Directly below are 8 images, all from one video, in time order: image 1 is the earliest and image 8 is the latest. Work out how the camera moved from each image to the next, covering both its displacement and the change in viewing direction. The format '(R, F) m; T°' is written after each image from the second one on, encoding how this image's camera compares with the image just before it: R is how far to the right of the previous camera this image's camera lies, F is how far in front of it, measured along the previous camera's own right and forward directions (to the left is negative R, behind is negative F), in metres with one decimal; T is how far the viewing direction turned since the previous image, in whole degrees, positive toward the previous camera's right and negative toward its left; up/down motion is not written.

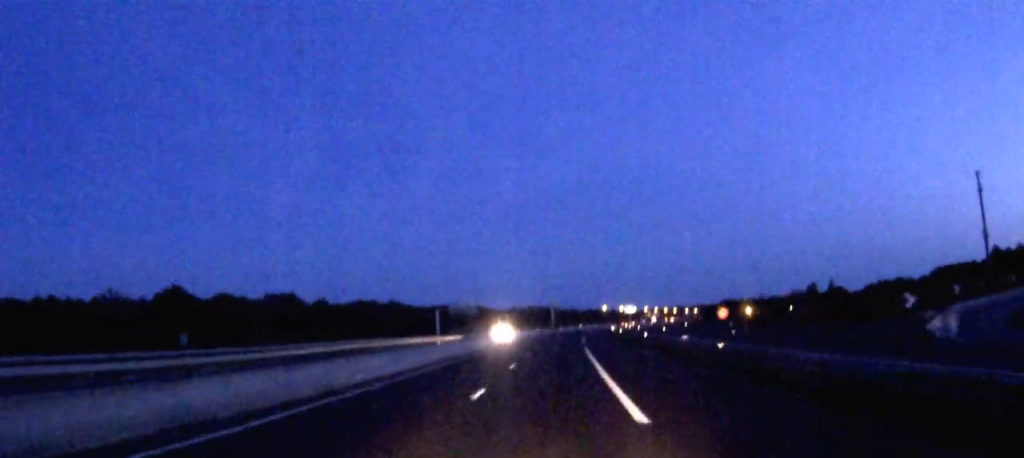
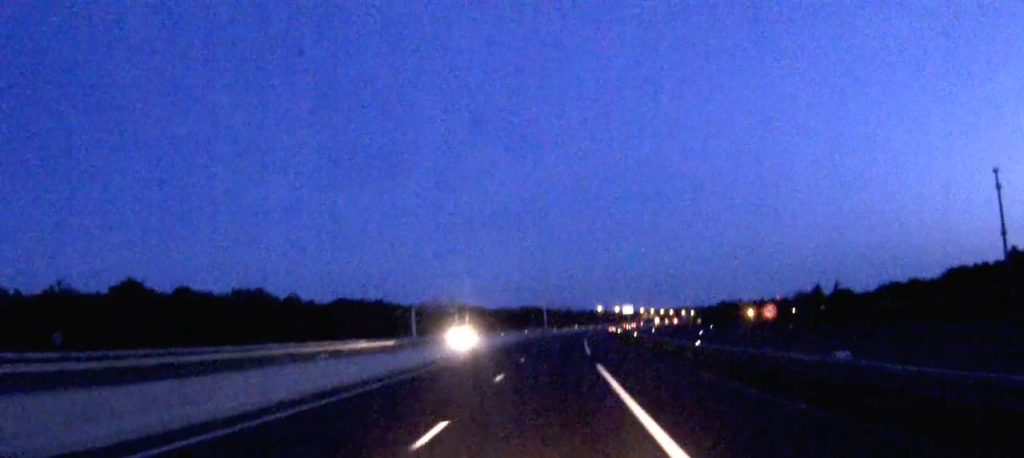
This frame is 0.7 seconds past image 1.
(+0.1, +20.3) m; +1°
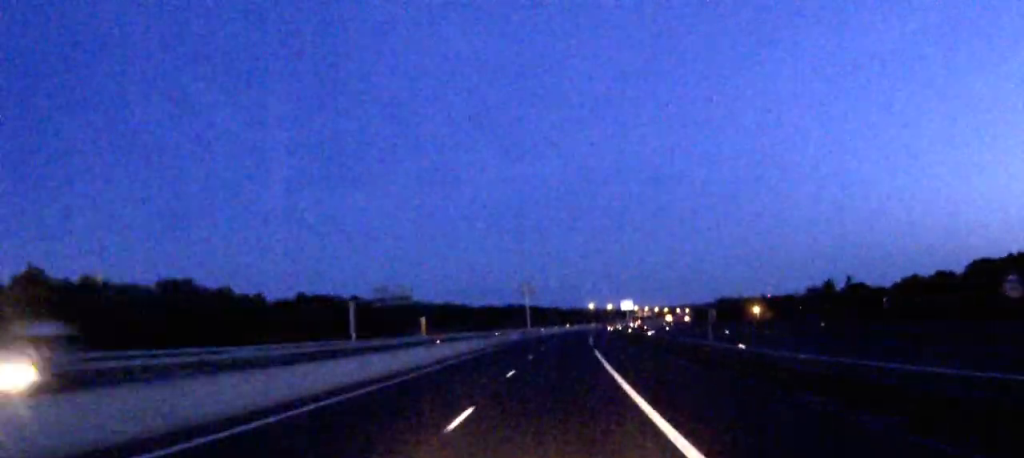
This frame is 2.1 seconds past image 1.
(+0.3, +36.9) m; +1°
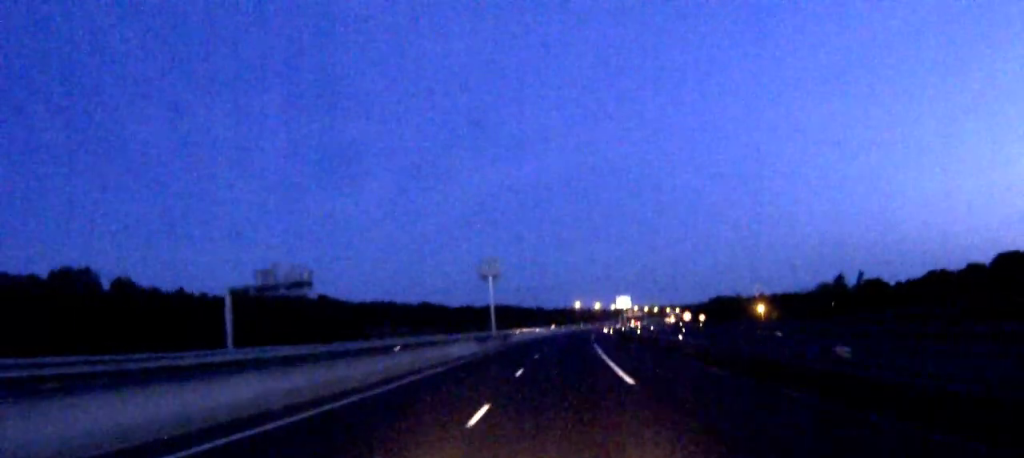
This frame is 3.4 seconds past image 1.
(+0.2, +38.0) m; +1°
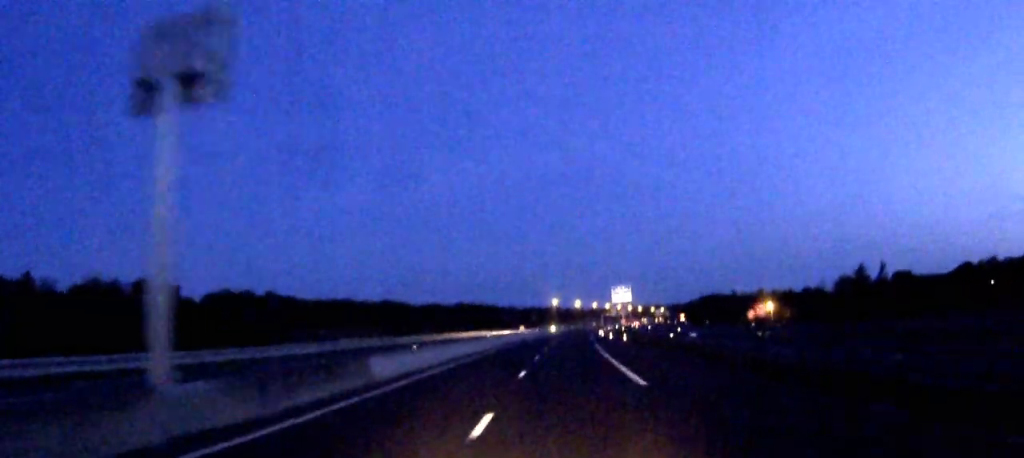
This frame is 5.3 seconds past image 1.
(+1.1, +52.5) m; +2°
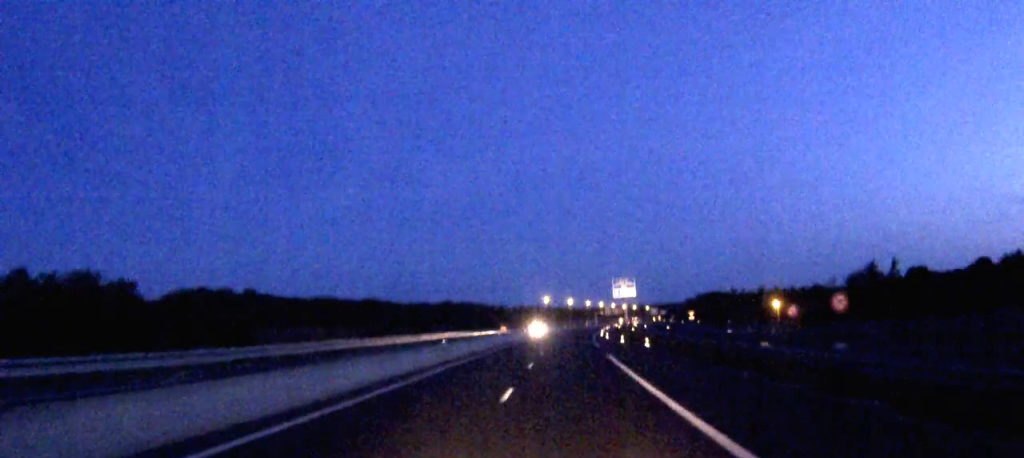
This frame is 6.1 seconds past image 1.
(+0.1, +20.3) m; +1°
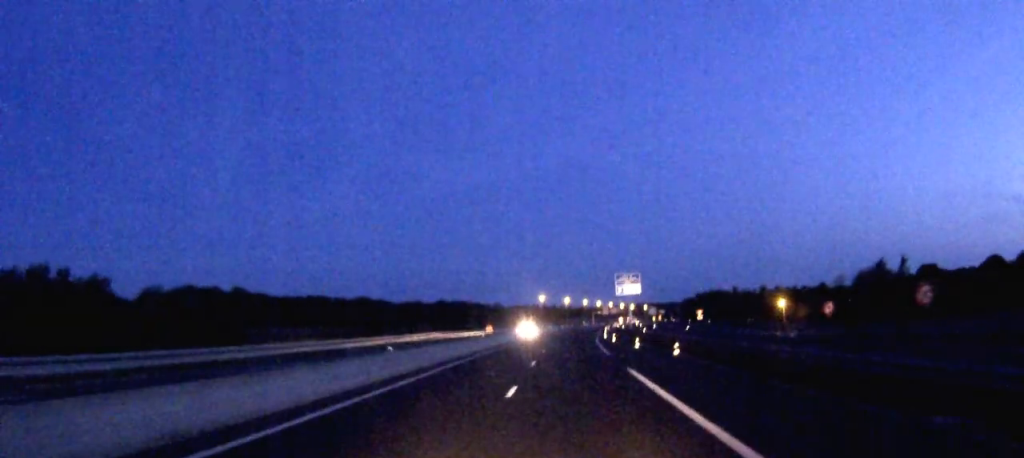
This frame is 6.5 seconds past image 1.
(-0.1, +12.0) m; +1°
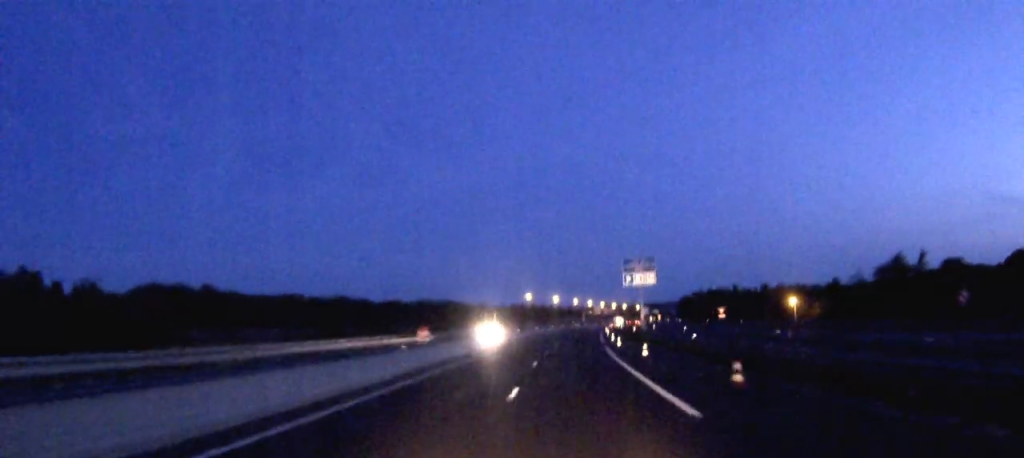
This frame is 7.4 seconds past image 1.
(+0.4, +26.2) m; +2°
